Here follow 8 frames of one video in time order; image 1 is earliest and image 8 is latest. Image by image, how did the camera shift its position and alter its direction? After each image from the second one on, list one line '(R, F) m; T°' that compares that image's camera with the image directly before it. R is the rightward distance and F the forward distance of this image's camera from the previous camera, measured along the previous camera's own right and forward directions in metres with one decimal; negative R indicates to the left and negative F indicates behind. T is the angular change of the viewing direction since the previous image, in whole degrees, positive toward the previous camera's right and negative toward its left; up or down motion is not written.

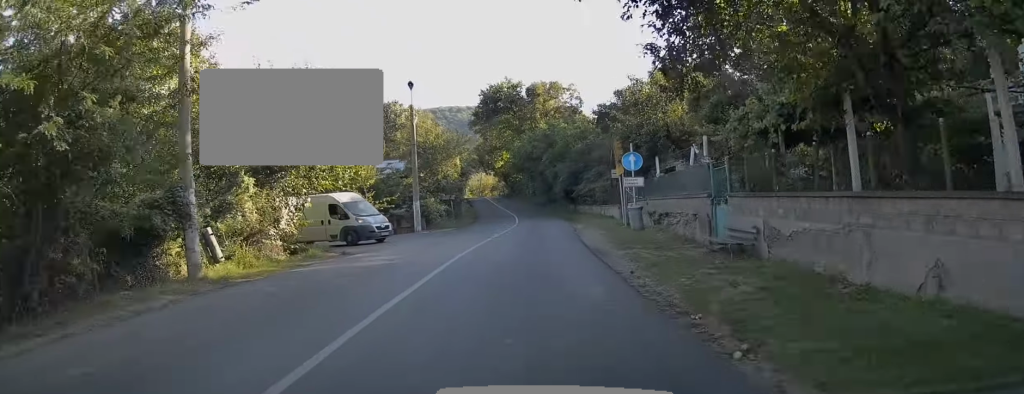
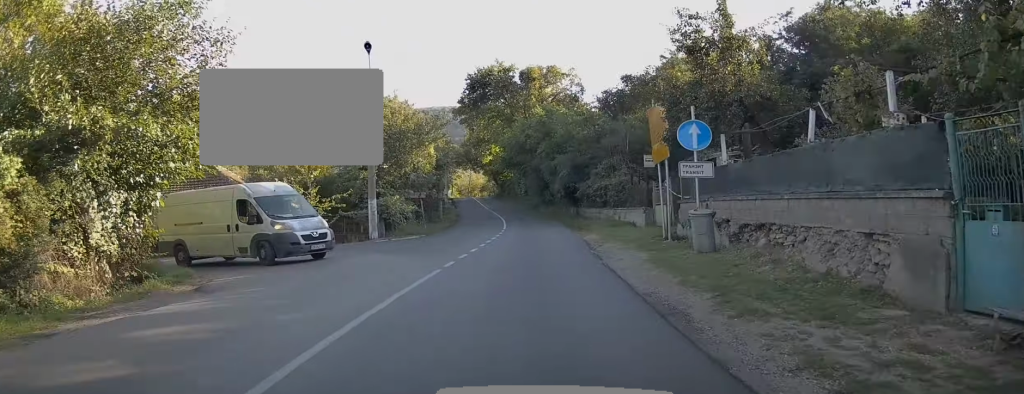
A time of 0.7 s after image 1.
(0.0, +9.1) m; 0°
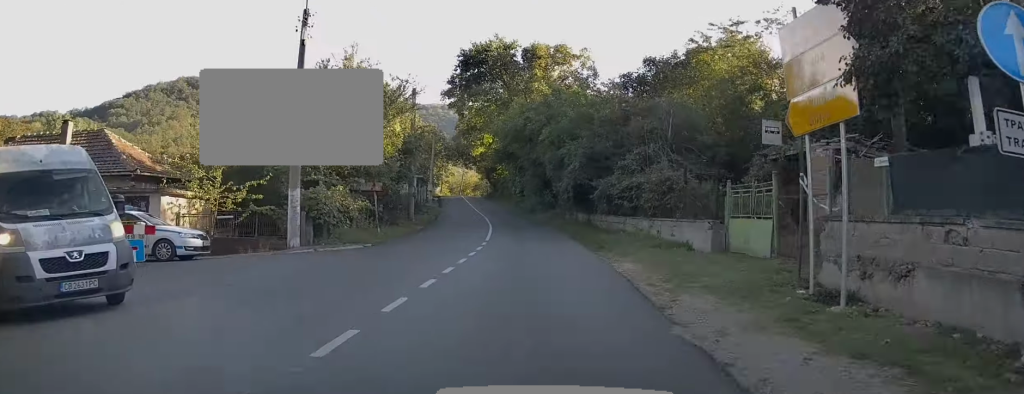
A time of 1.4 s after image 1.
(0.0, +9.6) m; -1°
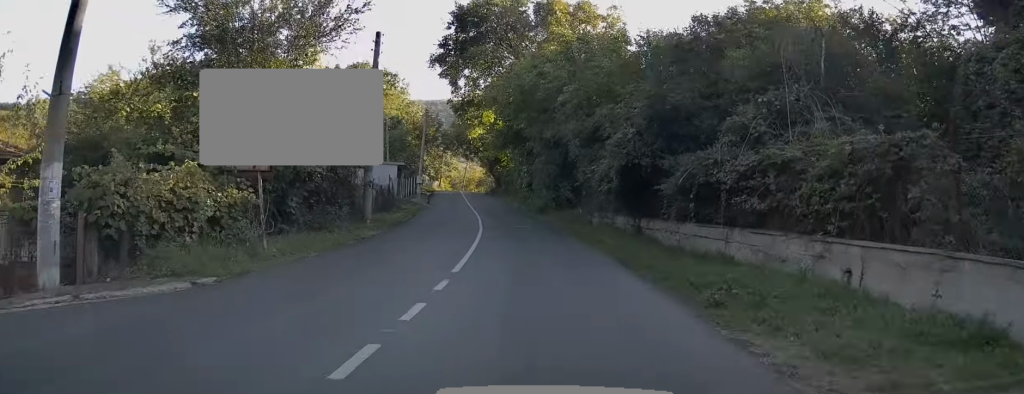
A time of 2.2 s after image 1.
(-0.1, +11.5) m; -1°
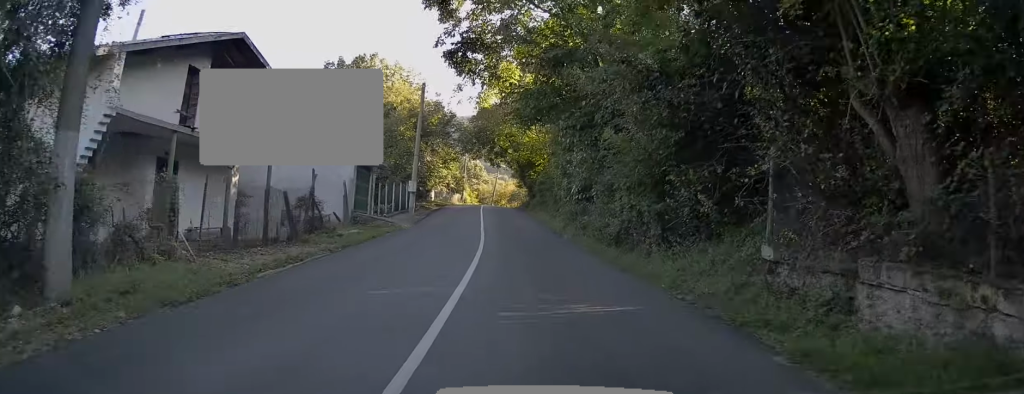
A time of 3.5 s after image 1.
(-0.4, +18.3) m; -2°
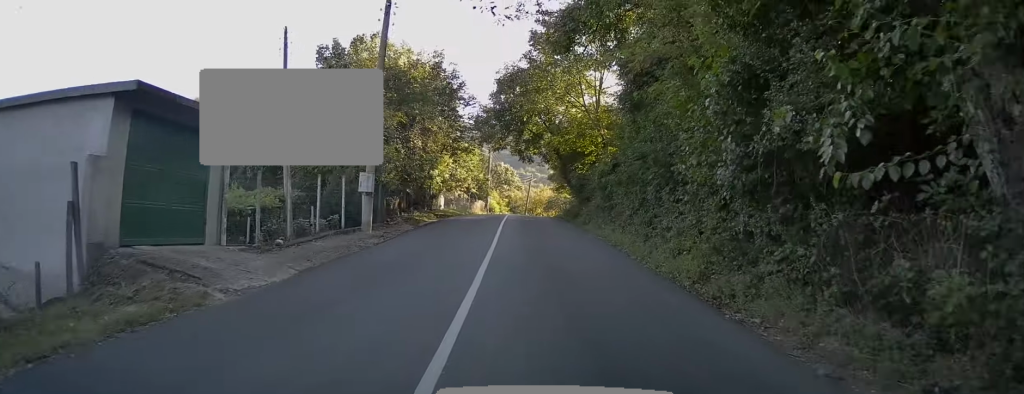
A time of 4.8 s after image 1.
(-0.3, +17.0) m; -2°
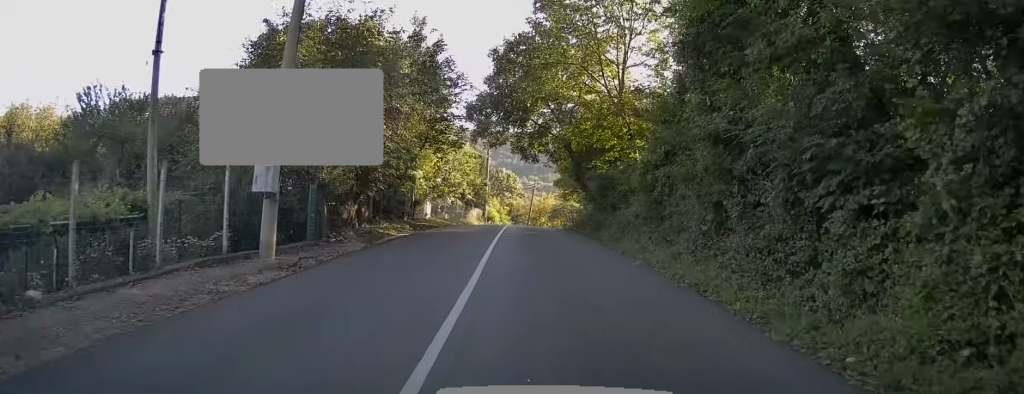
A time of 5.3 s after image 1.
(0.0, +7.8) m; -1°
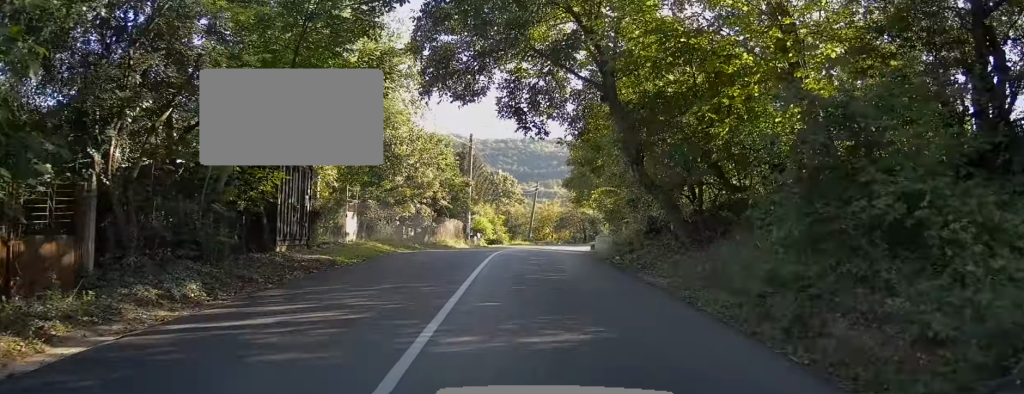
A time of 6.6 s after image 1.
(-0.3, +17.1) m; -1°
